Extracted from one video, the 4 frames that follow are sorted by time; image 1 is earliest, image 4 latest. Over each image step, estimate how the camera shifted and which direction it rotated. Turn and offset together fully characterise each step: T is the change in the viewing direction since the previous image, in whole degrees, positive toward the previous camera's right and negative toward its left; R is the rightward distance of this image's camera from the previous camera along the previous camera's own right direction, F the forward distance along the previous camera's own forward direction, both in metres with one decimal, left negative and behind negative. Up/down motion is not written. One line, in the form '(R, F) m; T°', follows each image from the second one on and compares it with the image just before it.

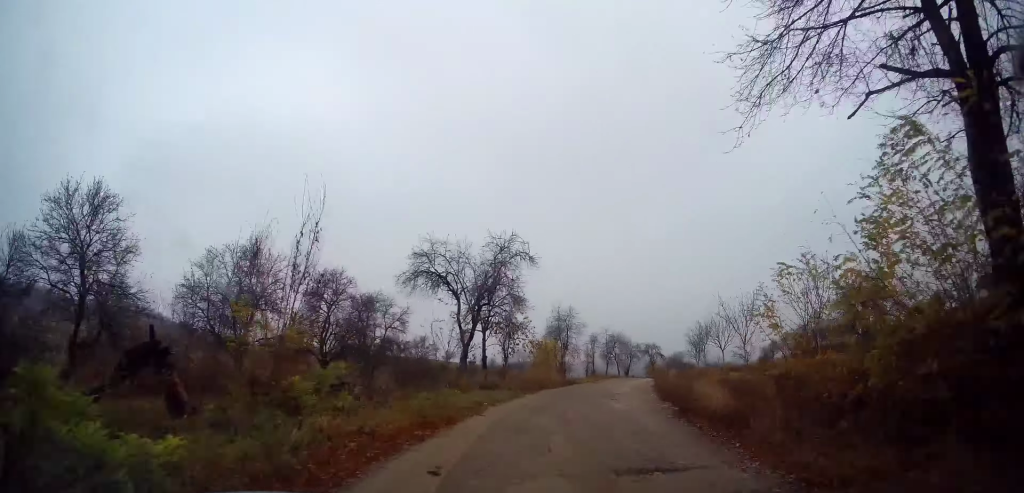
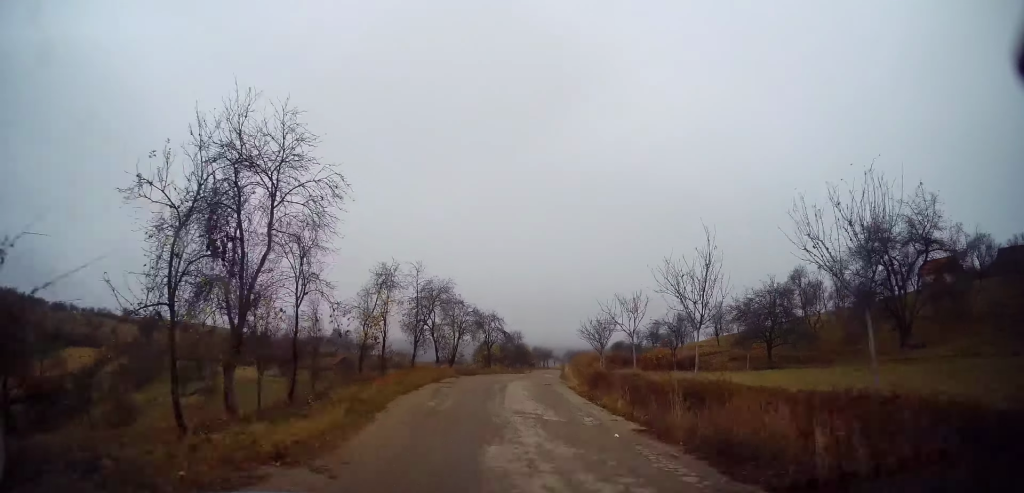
(+4.1, +29.4) m; +17°
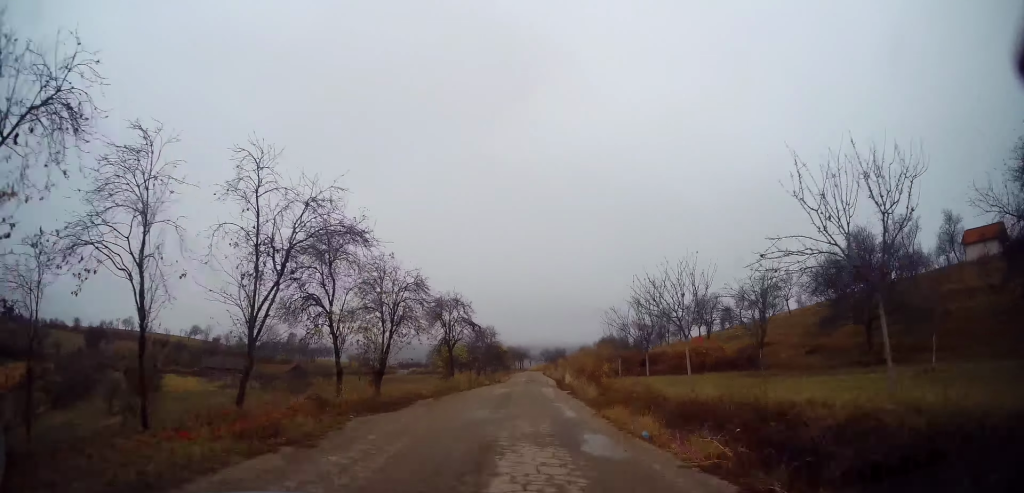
(+0.6, +15.6) m; +4°
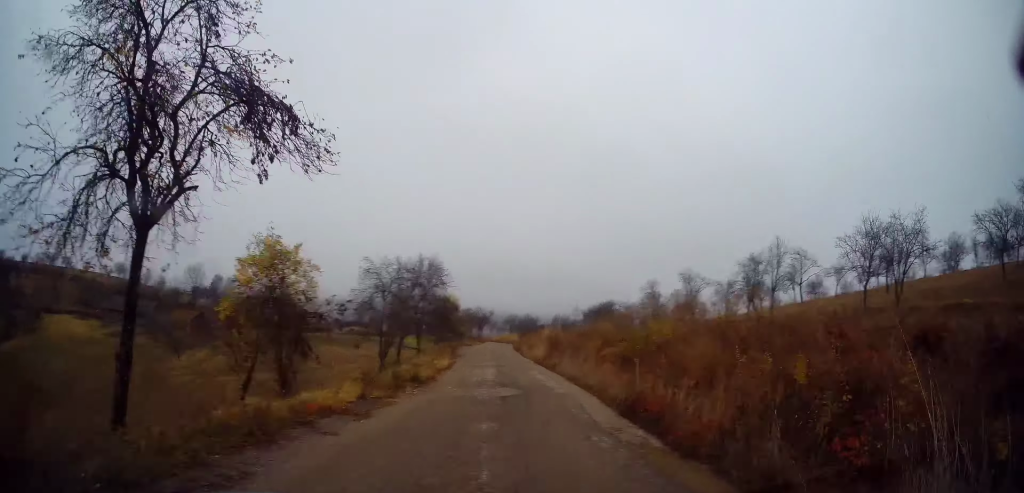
(+1.1, +27.6) m; +3°
